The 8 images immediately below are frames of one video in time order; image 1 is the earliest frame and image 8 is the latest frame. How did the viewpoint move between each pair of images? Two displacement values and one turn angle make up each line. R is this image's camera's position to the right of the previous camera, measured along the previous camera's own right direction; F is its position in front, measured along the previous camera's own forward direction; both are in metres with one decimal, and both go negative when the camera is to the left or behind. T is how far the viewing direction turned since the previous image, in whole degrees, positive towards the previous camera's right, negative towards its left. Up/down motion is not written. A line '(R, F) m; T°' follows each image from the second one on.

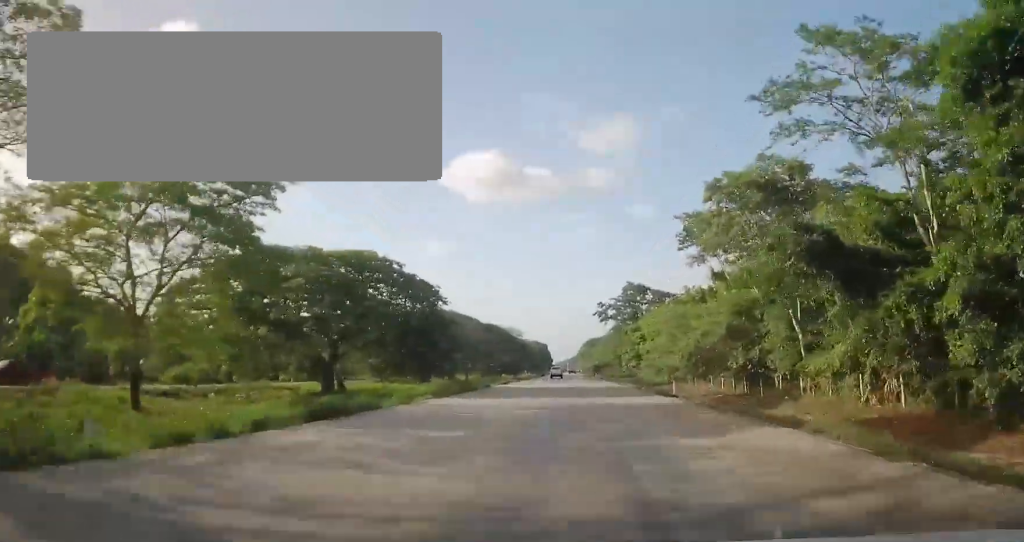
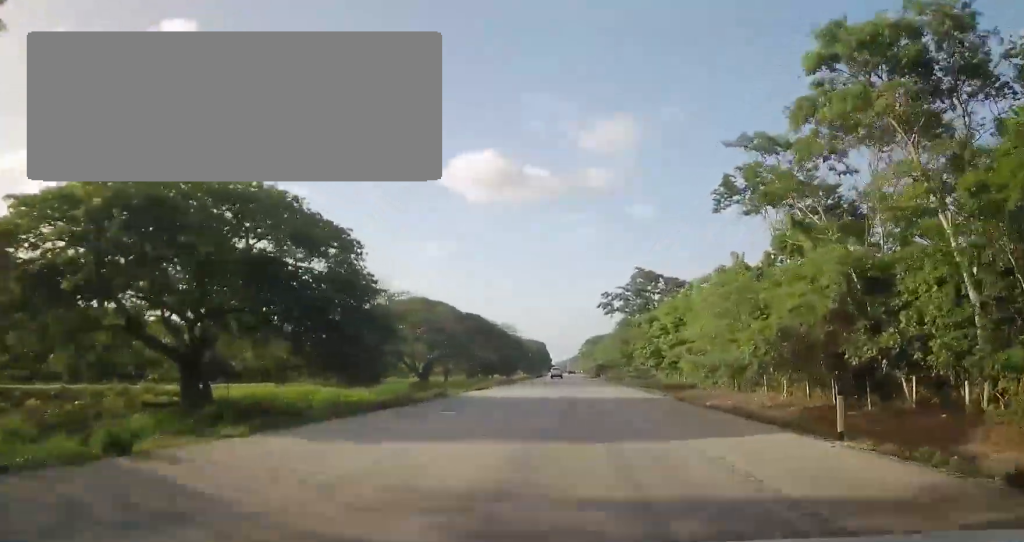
(0.0, +17.0) m; 0°
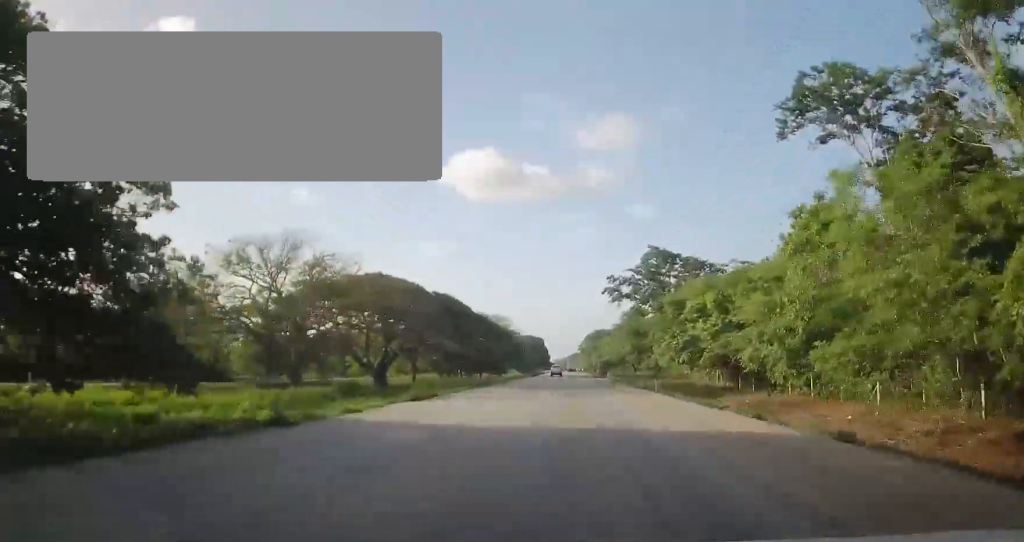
(+0.1, +17.0) m; 0°
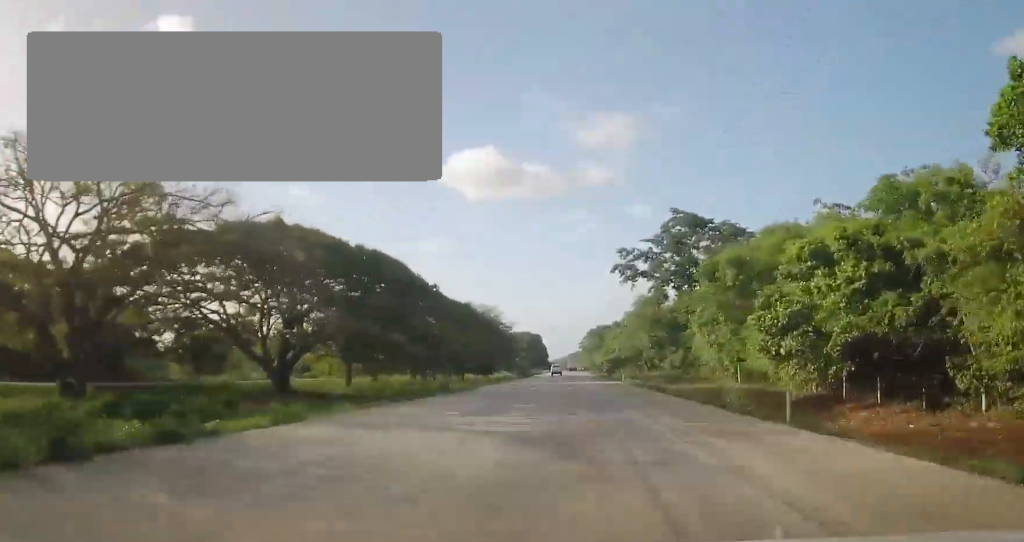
(-0.3, +20.0) m; 0°
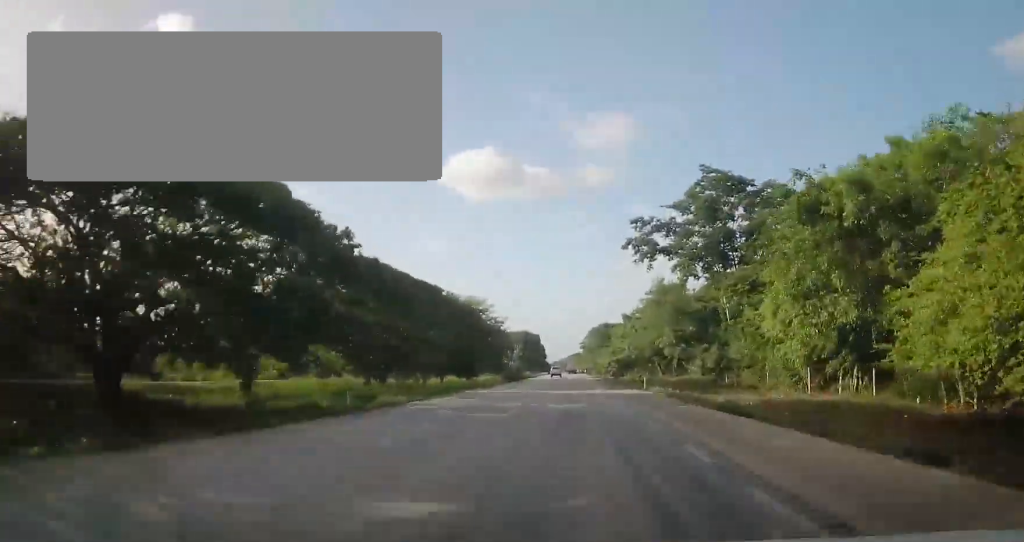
(-0.1, +15.4) m; 0°
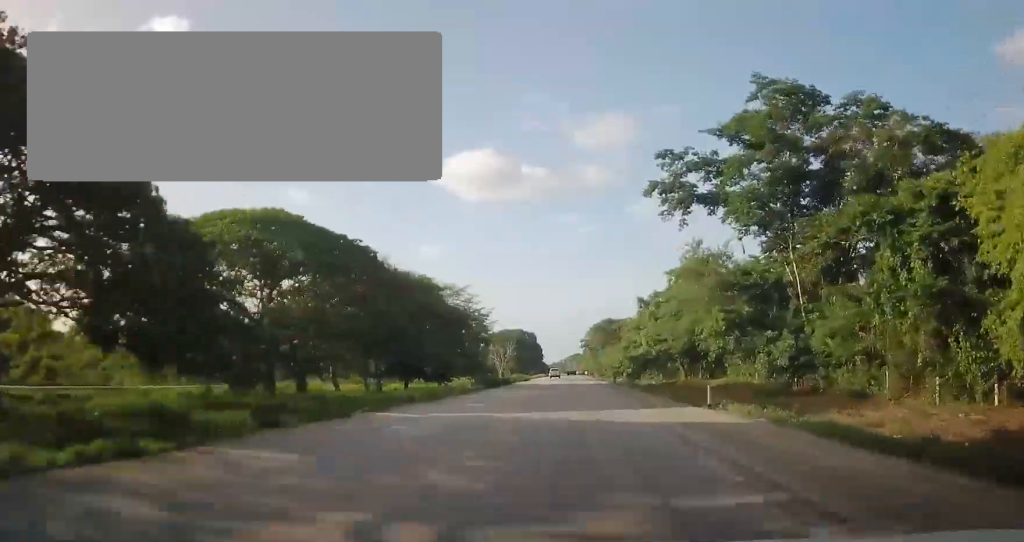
(+0.2, +17.5) m; +1°
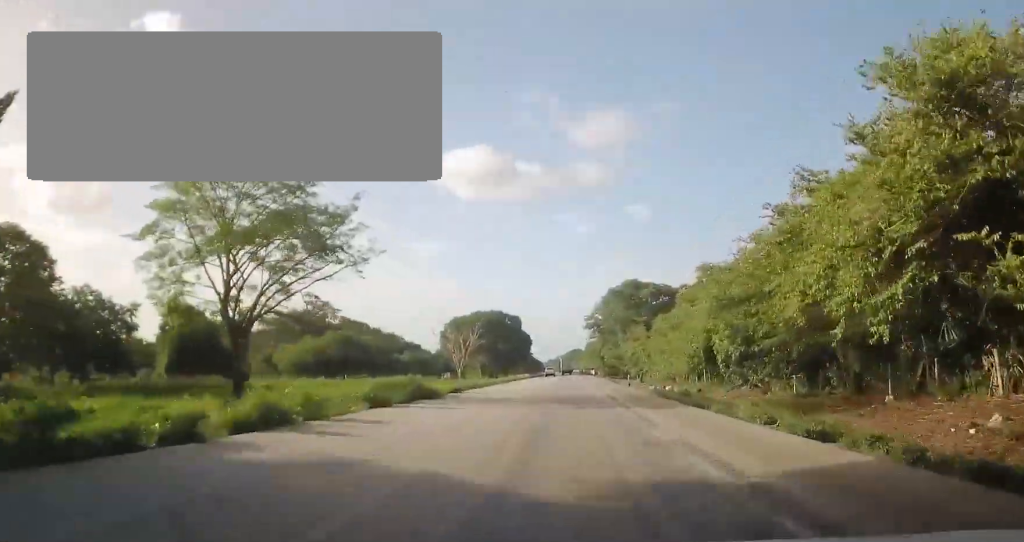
(+0.3, +56.4) m; 0°
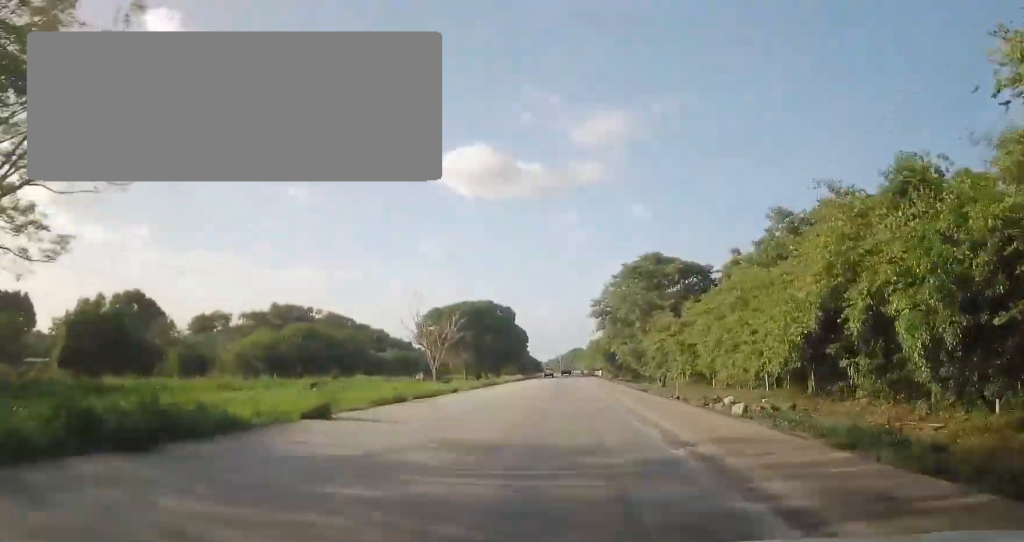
(0.0, +19.5) m; 0°
